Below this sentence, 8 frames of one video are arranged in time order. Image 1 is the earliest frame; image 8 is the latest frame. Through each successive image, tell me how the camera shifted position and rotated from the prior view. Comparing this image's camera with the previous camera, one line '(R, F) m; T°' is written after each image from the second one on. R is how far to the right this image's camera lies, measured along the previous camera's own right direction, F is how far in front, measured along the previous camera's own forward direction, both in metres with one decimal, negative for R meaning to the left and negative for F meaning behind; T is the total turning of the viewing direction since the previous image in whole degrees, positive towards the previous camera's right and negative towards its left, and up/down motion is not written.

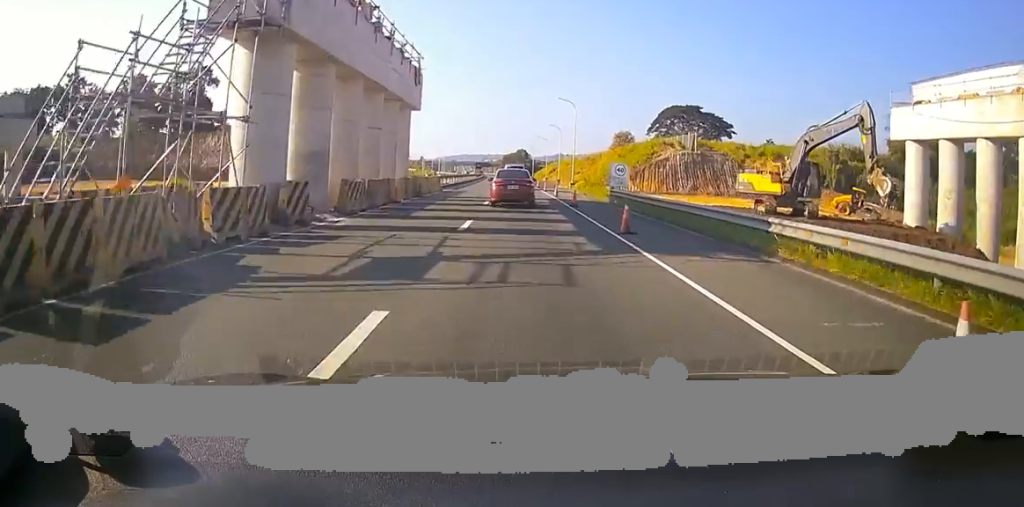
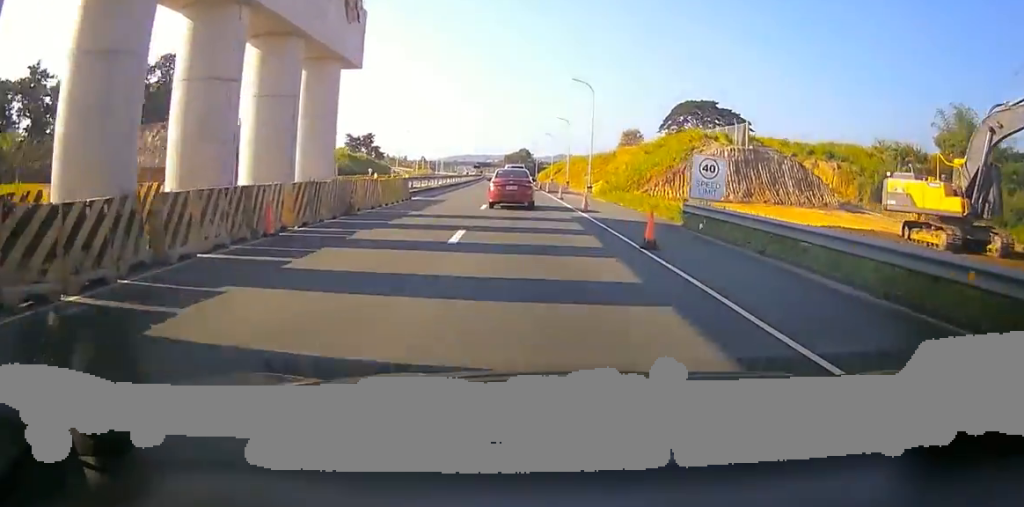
(0.0, +15.2) m; 0°
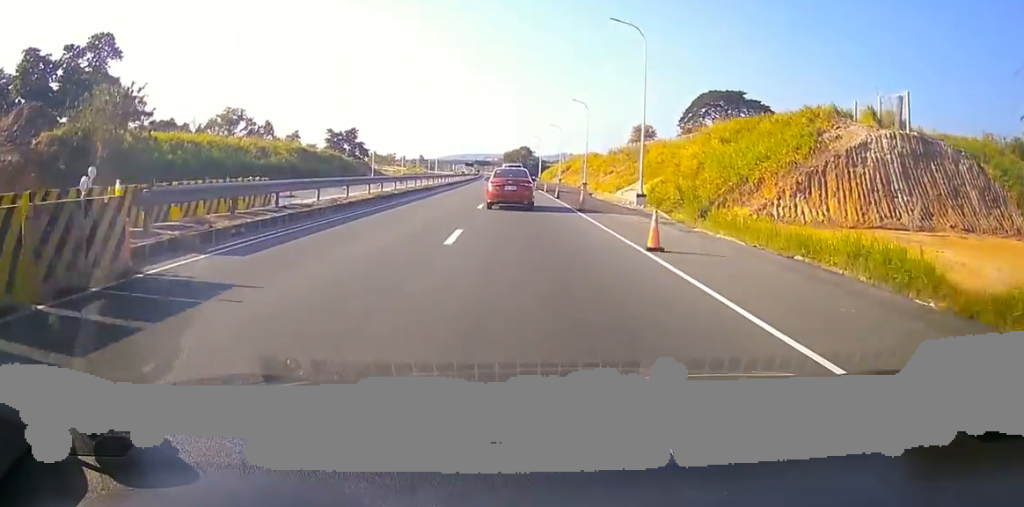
(0.0, +24.1) m; -1°
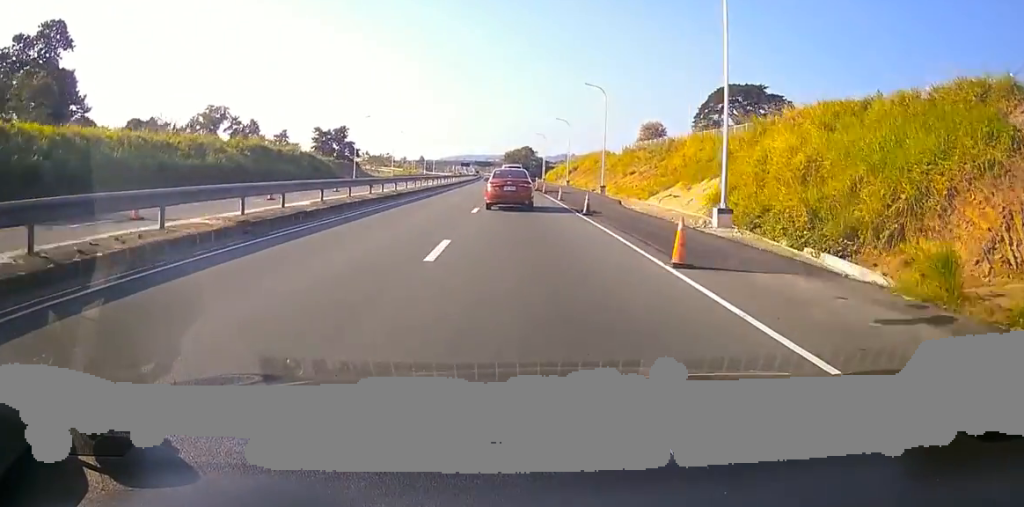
(0.0, +14.0) m; -1°
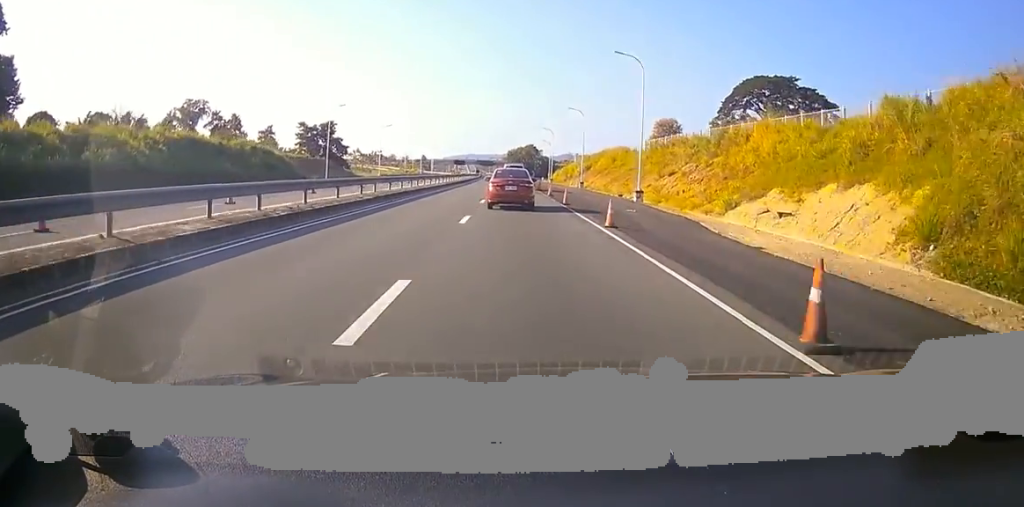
(-0.5, +16.5) m; +2°
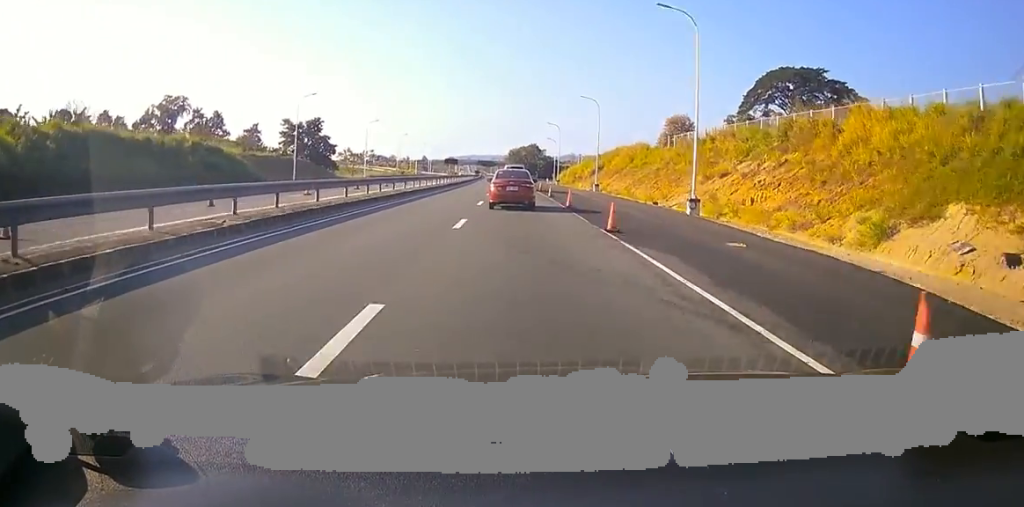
(+1.0, +13.0) m; 0°
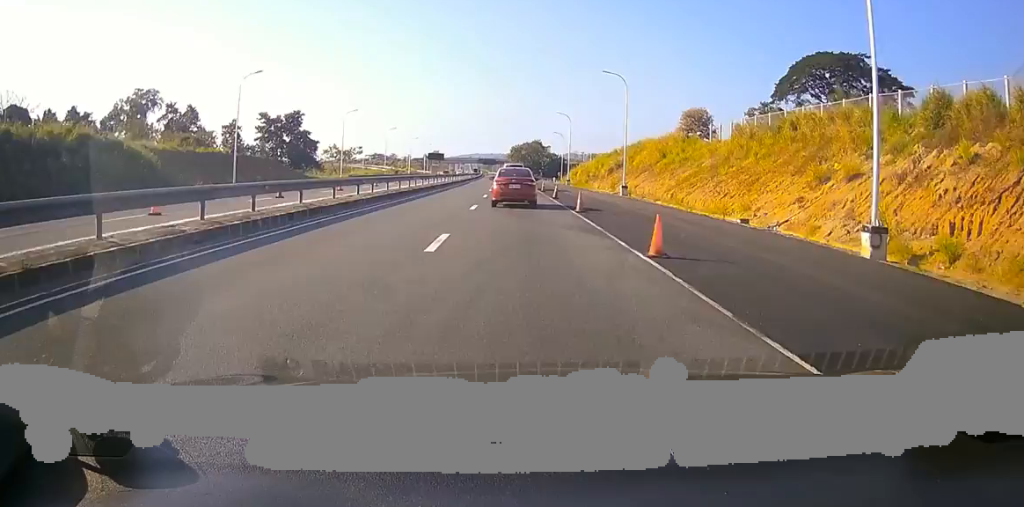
(-0.6, +16.3) m; -4°
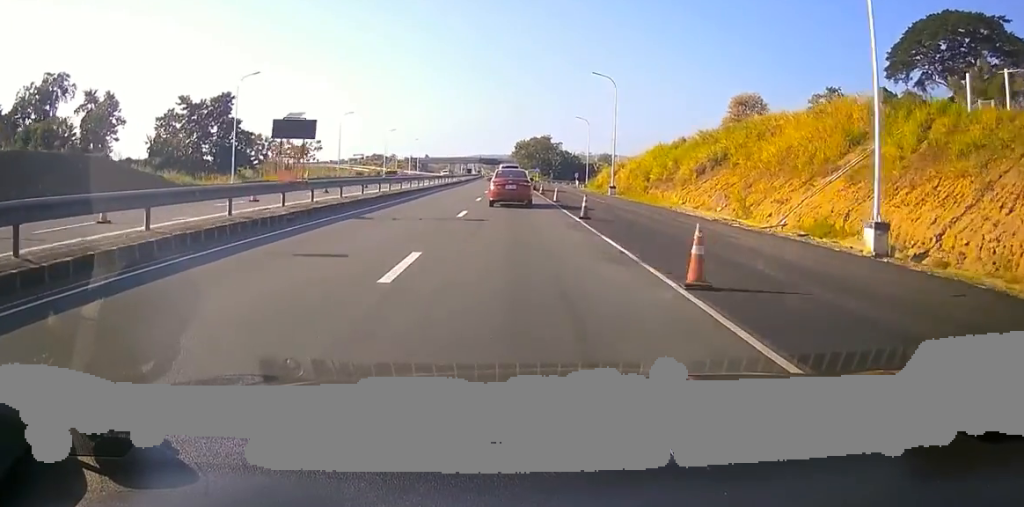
(+0.4, +38.6) m; +3°
